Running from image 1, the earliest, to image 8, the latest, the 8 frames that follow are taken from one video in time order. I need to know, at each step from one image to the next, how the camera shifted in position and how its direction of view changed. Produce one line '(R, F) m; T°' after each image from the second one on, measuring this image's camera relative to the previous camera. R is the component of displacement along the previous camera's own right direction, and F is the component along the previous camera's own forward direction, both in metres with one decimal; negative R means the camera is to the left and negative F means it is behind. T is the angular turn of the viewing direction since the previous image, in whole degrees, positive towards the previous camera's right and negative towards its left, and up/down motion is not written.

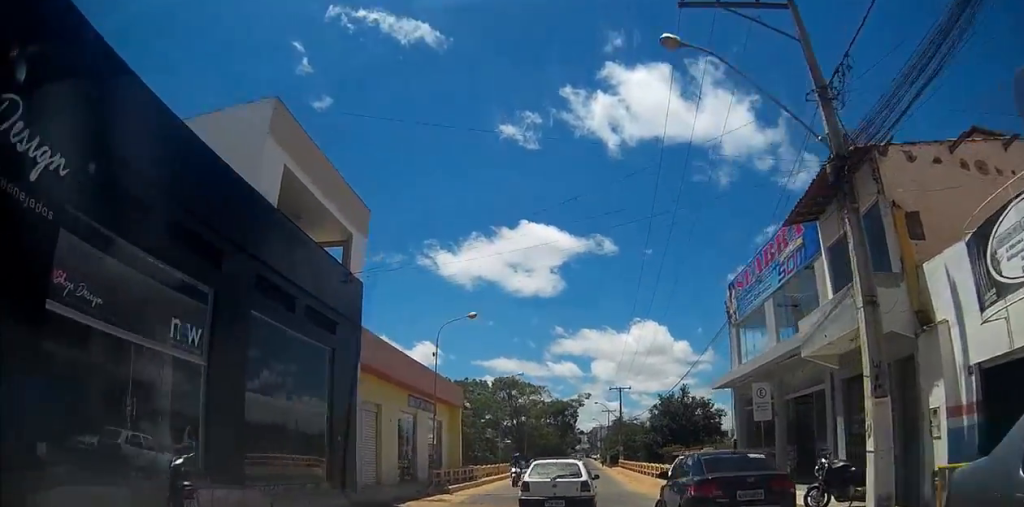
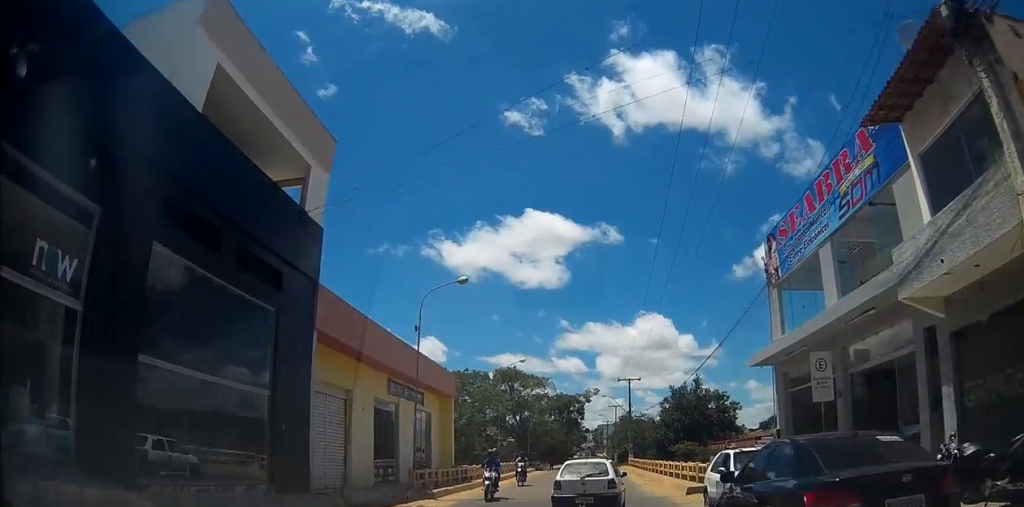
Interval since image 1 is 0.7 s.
(0.0, +4.2) m; 0°
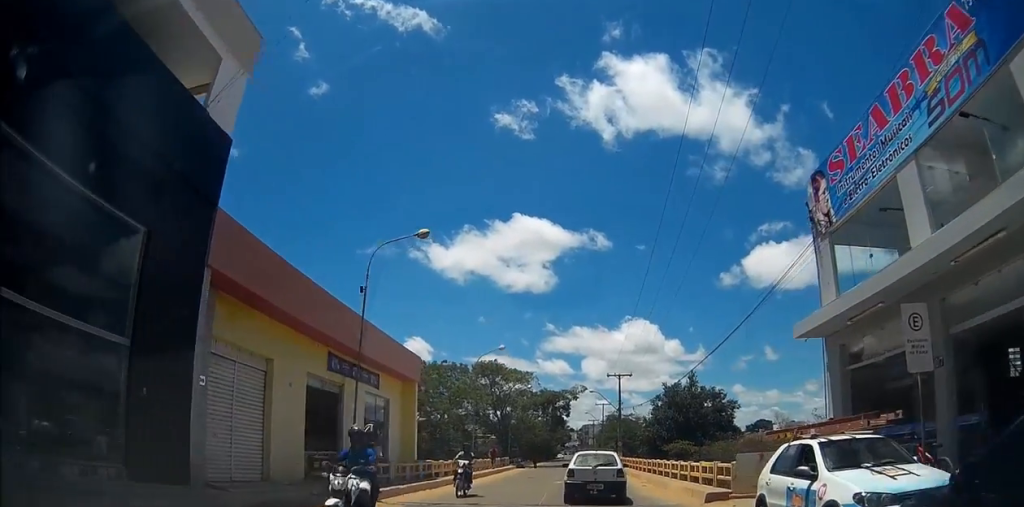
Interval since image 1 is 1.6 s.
(0.0, +4.9) m; -3°
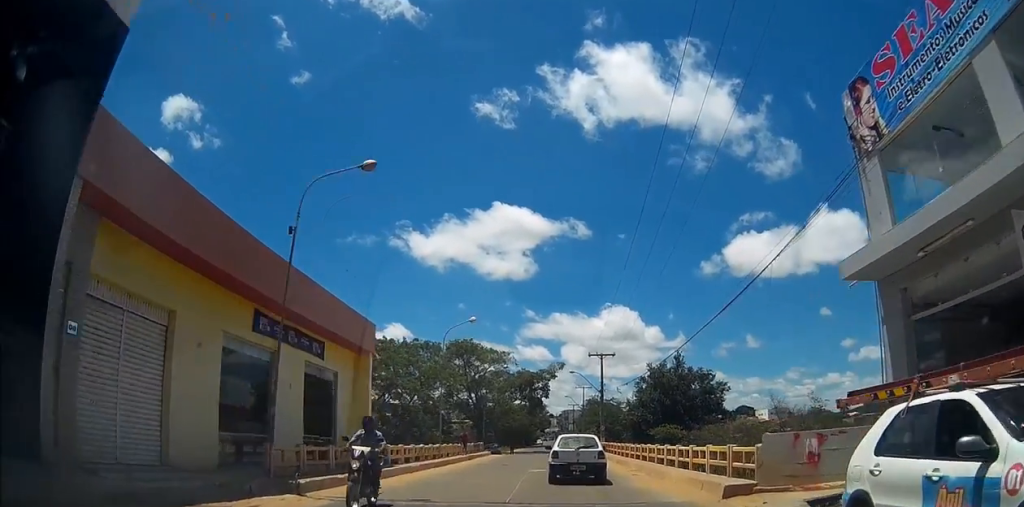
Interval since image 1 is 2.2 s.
(-0.1, +3.7) m; -1°
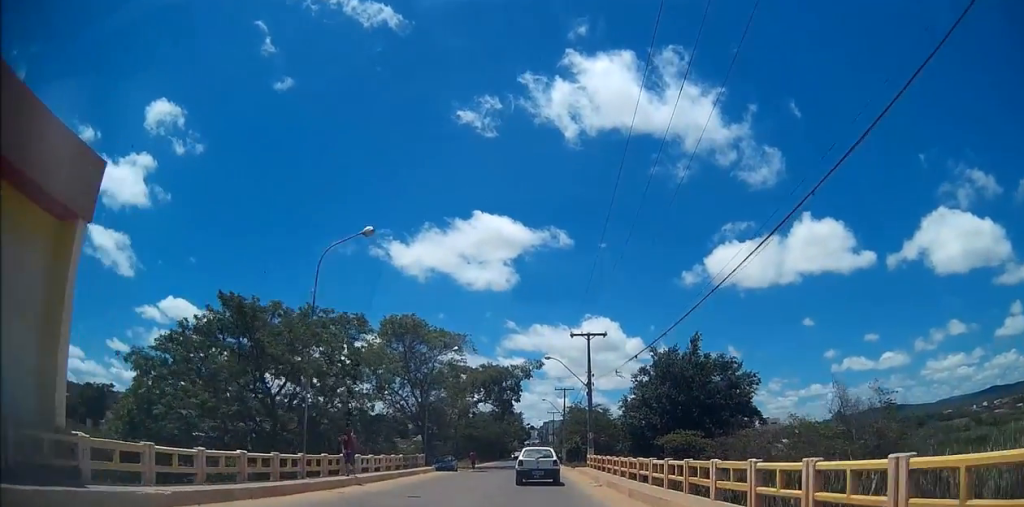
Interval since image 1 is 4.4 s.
(+1.0, +15.0) m; +9°
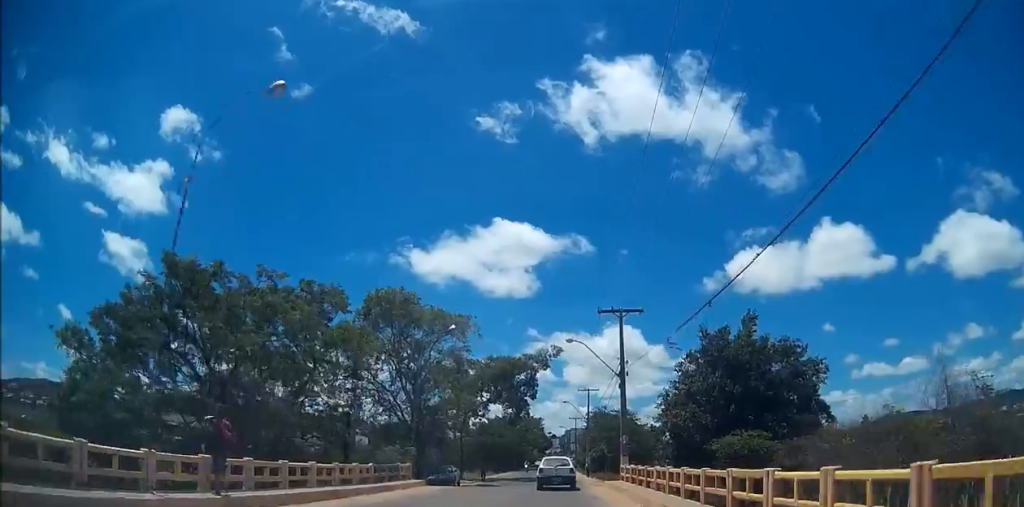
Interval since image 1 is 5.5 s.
(+0.2, +8.5) m; -1°
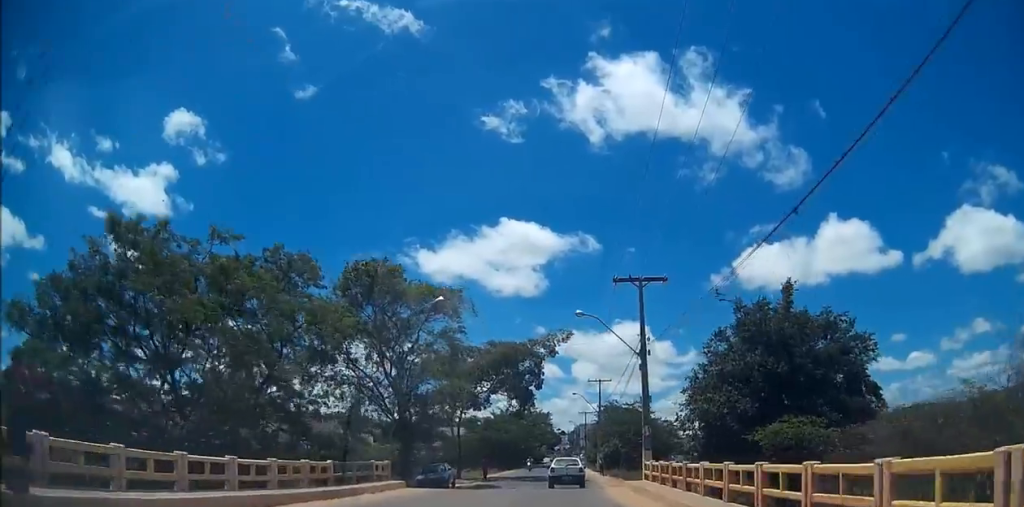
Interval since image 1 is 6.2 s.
(-0.1, +5.2) m; -1°
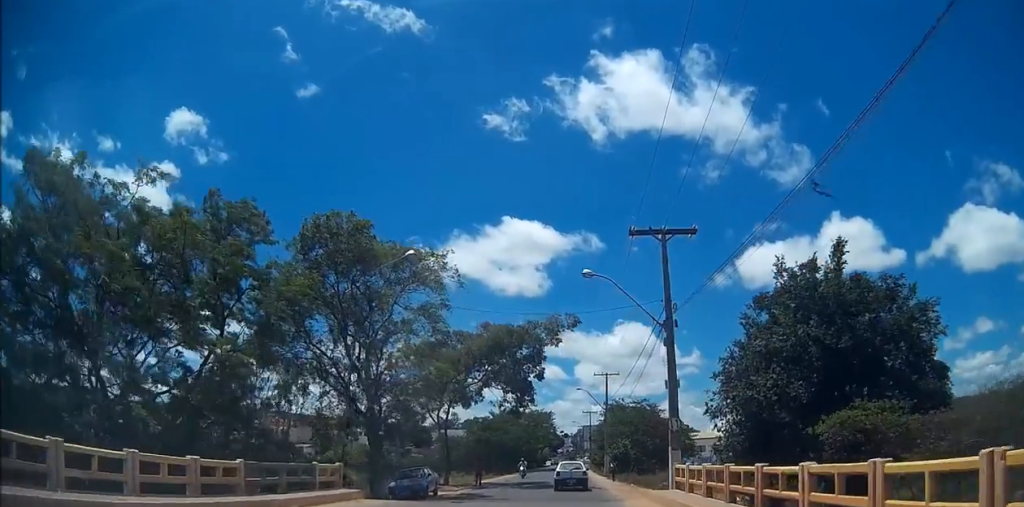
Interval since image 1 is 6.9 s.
(-0.2, +6.0) m; 0°
